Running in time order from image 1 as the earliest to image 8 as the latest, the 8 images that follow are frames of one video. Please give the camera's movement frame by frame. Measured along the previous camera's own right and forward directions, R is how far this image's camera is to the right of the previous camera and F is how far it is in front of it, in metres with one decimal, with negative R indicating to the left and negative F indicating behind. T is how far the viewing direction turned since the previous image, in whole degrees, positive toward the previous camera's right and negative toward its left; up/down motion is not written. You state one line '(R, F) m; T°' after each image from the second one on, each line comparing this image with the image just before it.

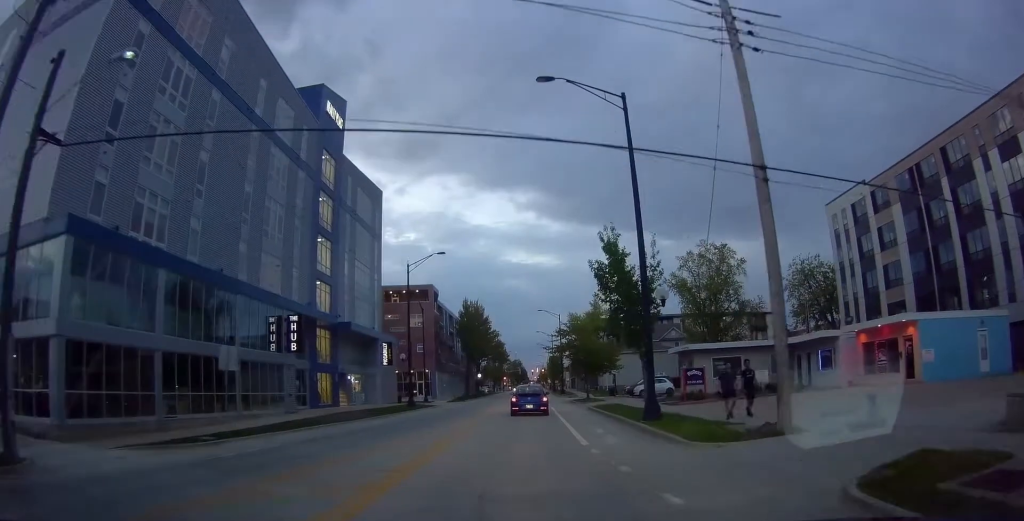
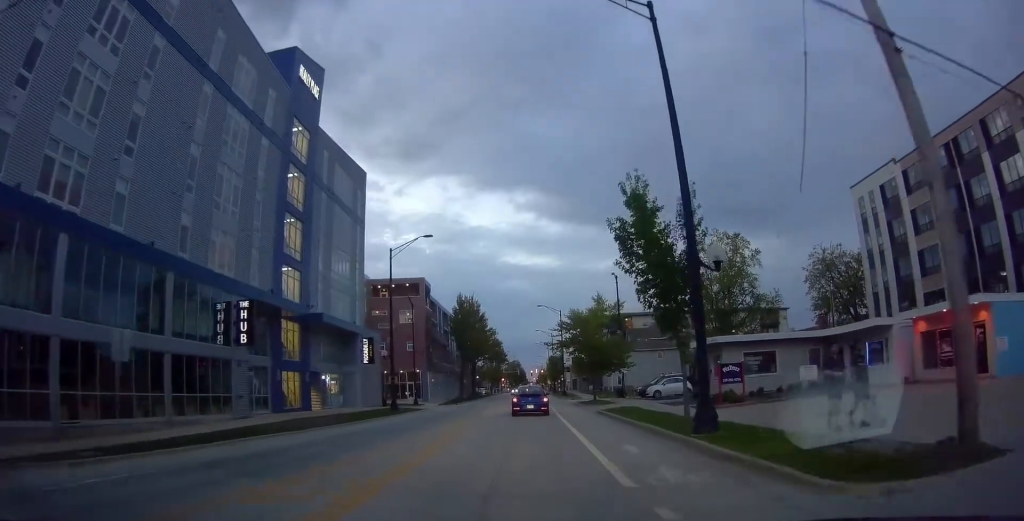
(+0.1, +6.3) m; -3°
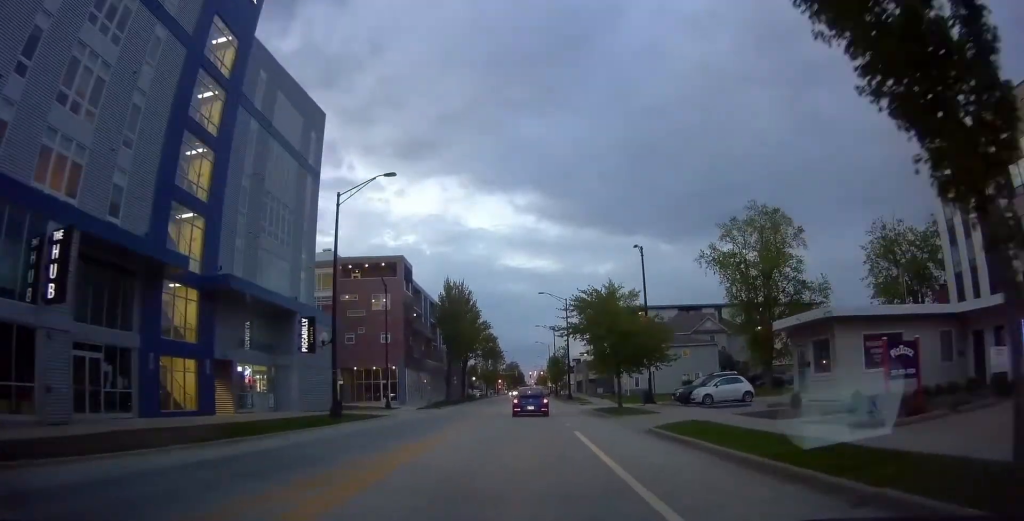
(-0.8, +12.8) m; 0°
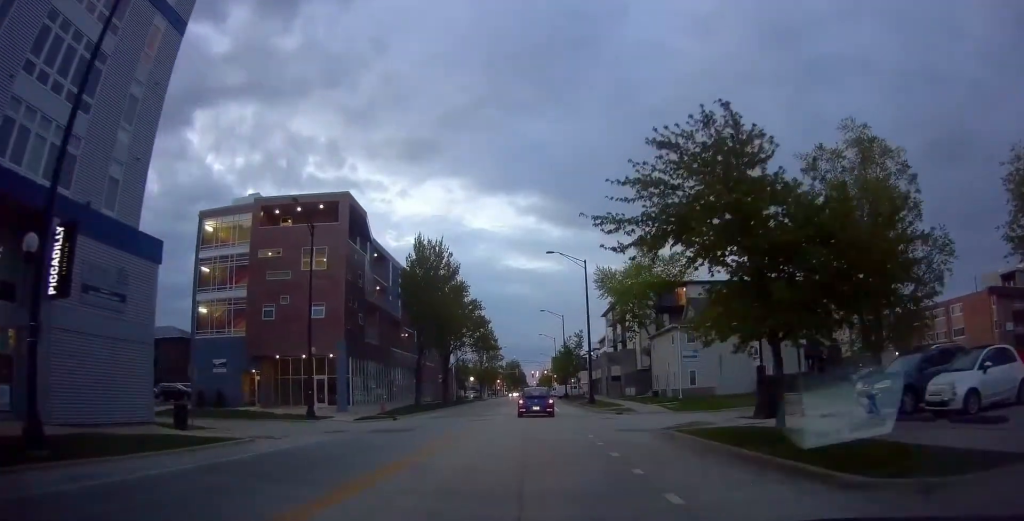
(+1.4, +20.0) m; +2°
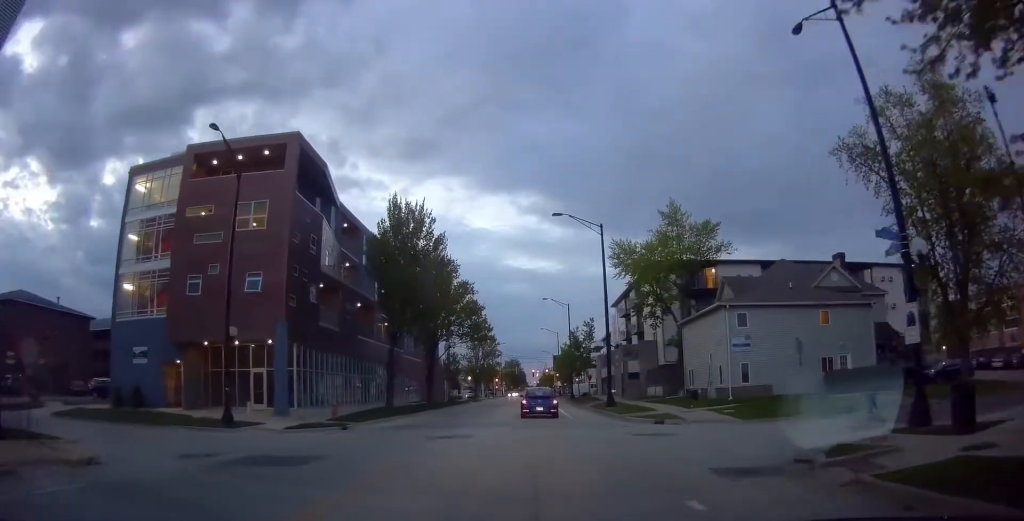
(-0.4, +10.5) m; 0°
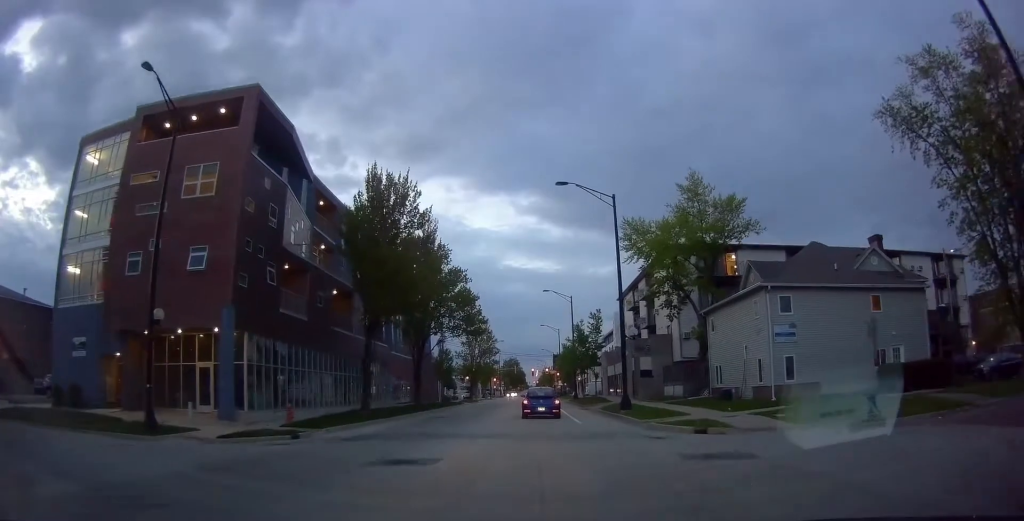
(+0.2, +5.9) m; -1°
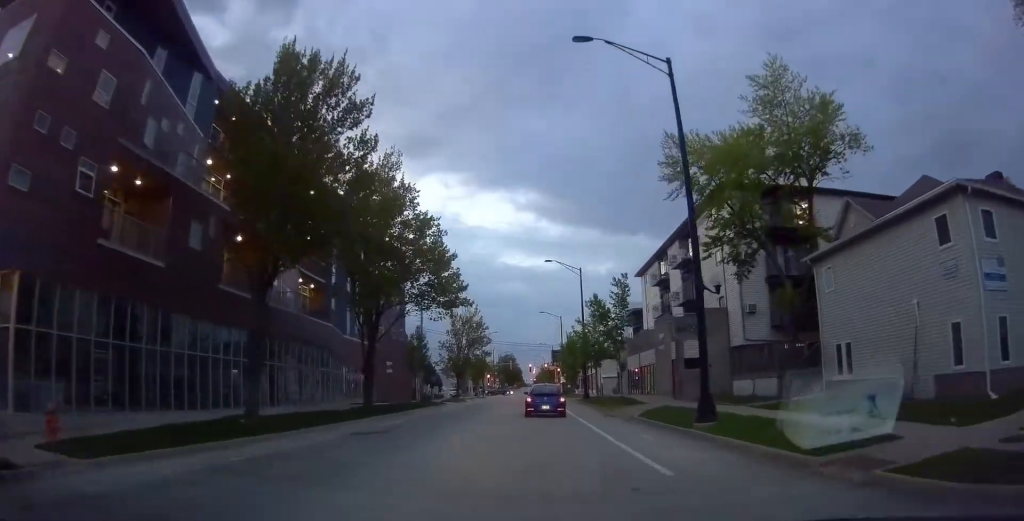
(-0.6, +14.5) m; -1°
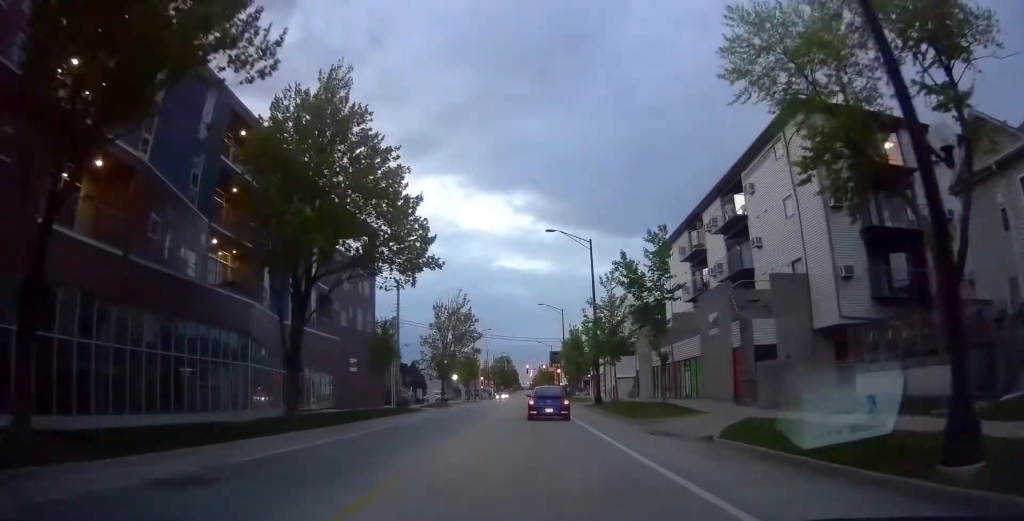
(+0.7, +11.1) m; +4°
